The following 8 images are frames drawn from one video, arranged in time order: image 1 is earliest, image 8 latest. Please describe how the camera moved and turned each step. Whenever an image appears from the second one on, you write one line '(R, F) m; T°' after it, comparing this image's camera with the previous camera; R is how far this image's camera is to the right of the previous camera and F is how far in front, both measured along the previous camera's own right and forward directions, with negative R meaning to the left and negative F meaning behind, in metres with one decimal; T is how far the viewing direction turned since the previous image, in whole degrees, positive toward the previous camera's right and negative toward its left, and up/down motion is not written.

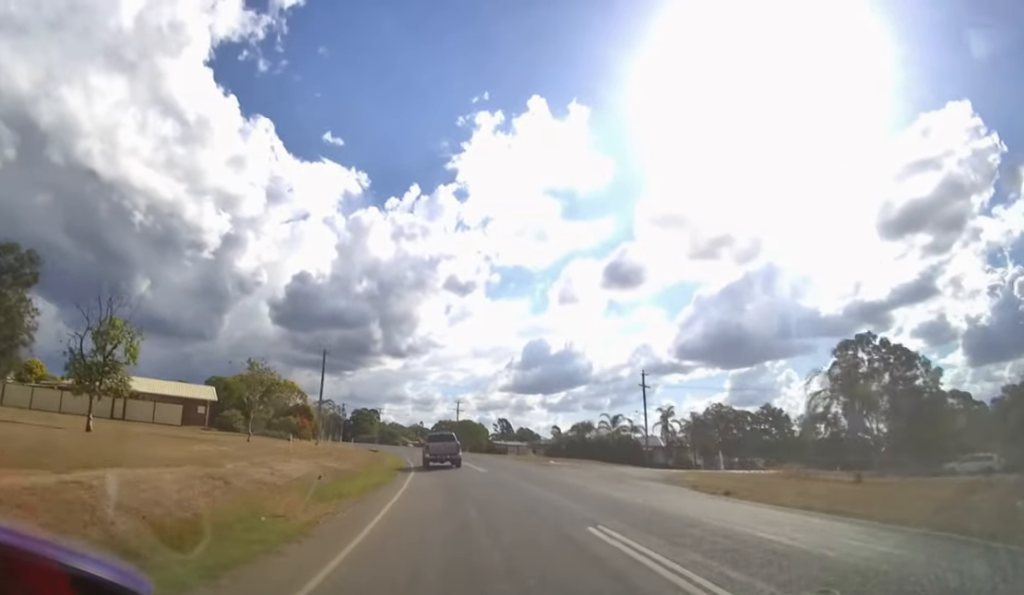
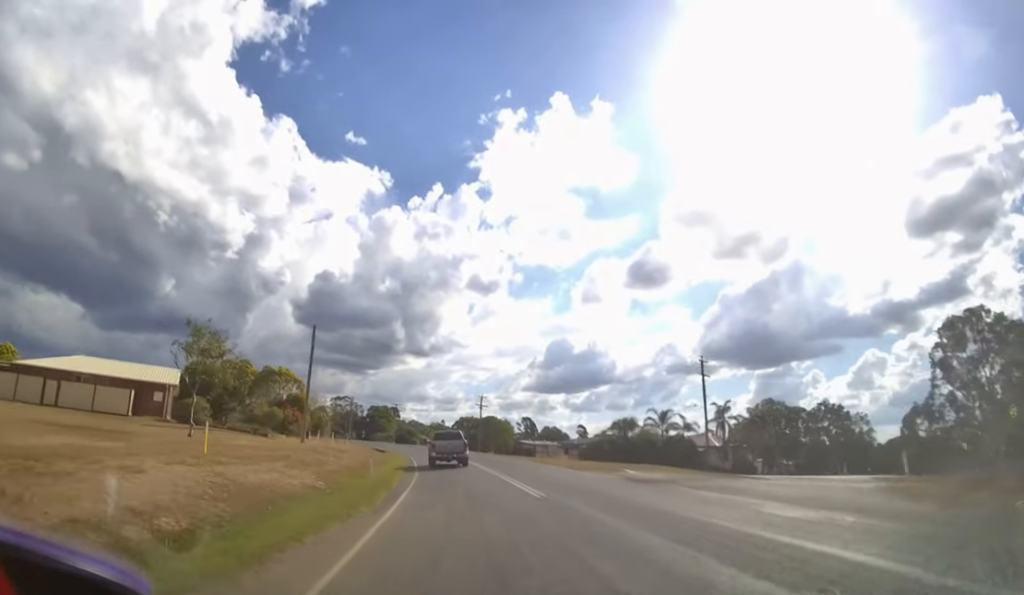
(-0.1, +8.5) m; -2°
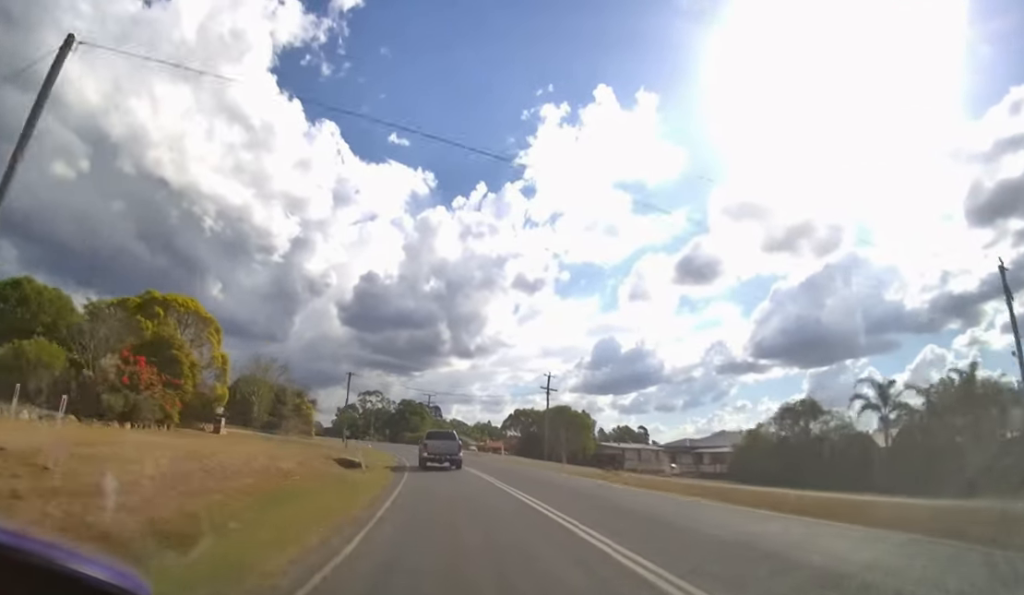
(-1.3, +26.1) m; -5°
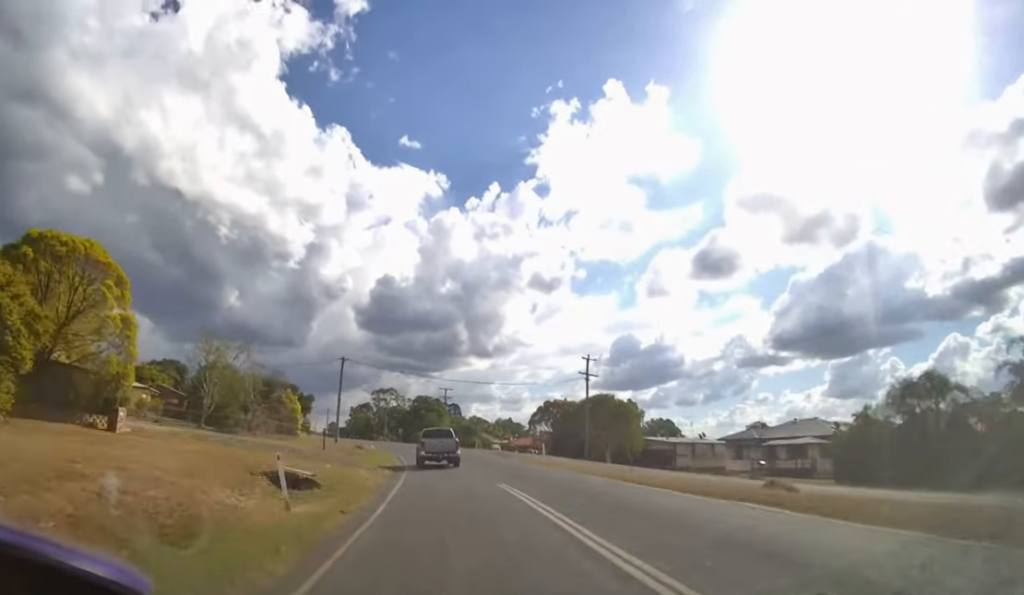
(-0.2, +10.1) m; -2°
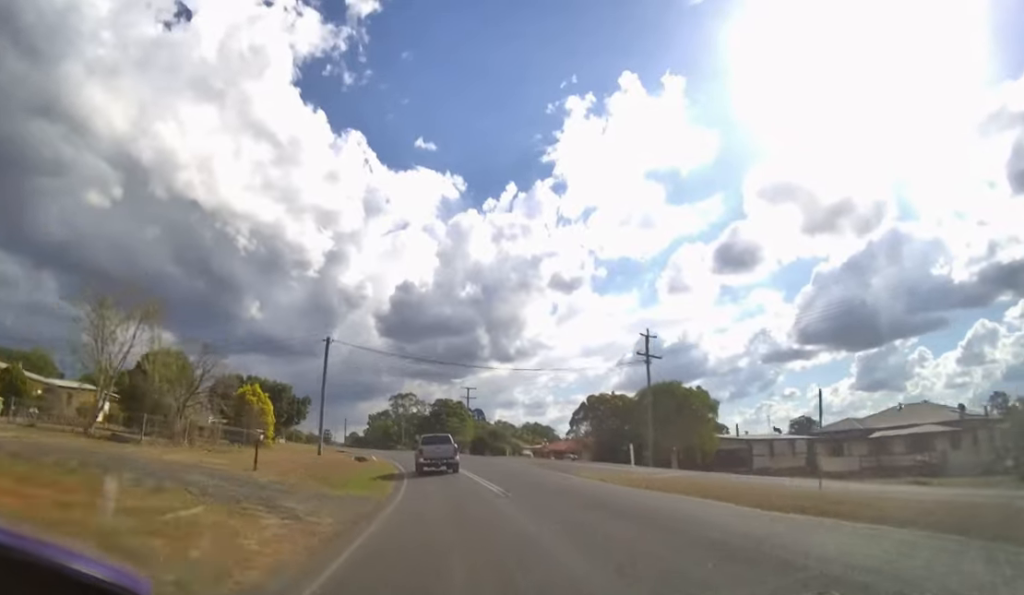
(-0.1, +10.8) m; -3°
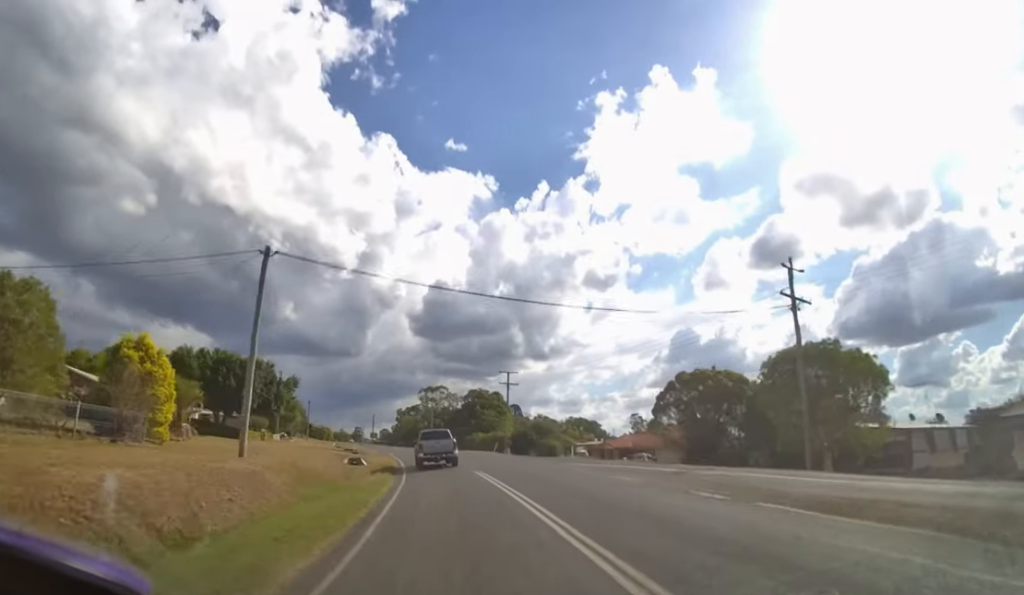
(-0.5, +15.6) m; -4°
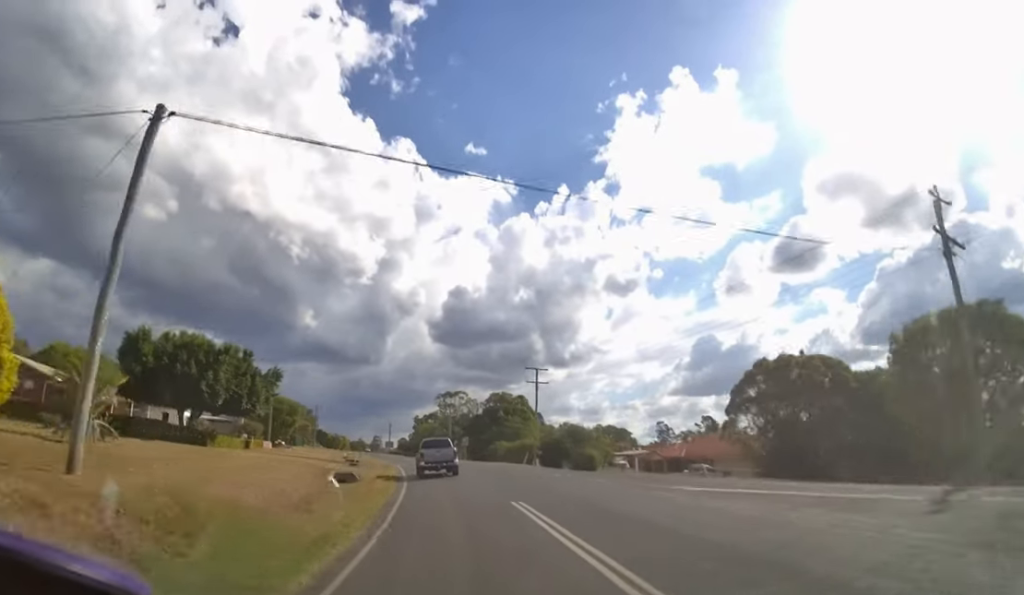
(-0.3, +8.7) m; -2°
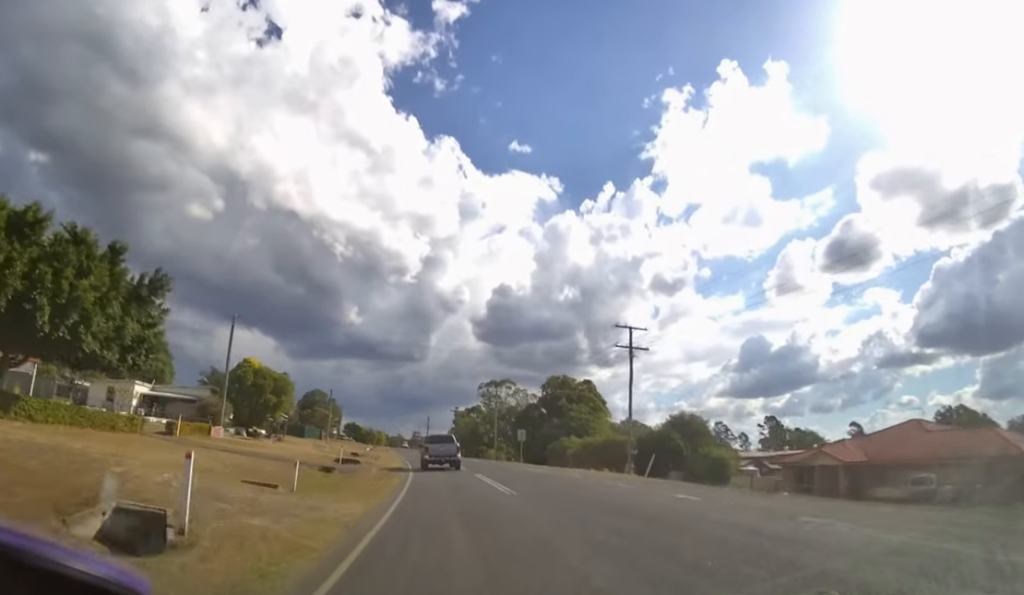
(-1.1, +21.1) m; -5°
